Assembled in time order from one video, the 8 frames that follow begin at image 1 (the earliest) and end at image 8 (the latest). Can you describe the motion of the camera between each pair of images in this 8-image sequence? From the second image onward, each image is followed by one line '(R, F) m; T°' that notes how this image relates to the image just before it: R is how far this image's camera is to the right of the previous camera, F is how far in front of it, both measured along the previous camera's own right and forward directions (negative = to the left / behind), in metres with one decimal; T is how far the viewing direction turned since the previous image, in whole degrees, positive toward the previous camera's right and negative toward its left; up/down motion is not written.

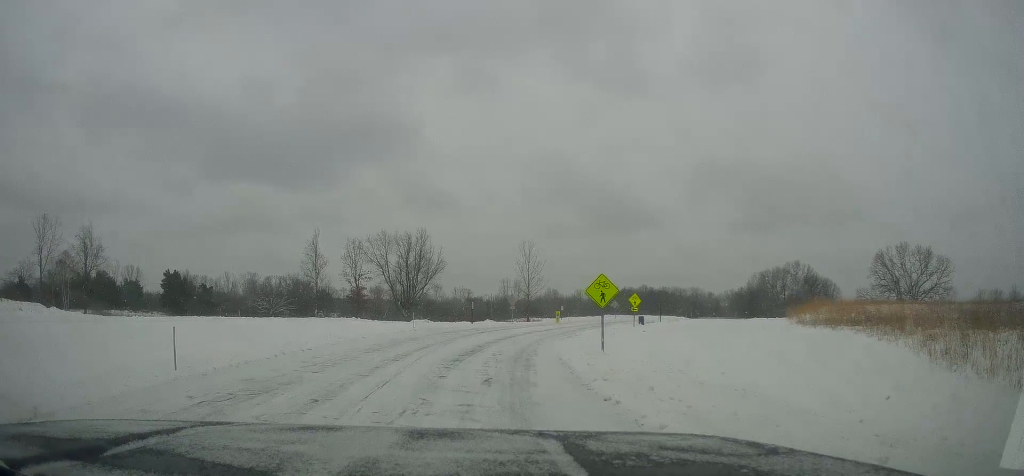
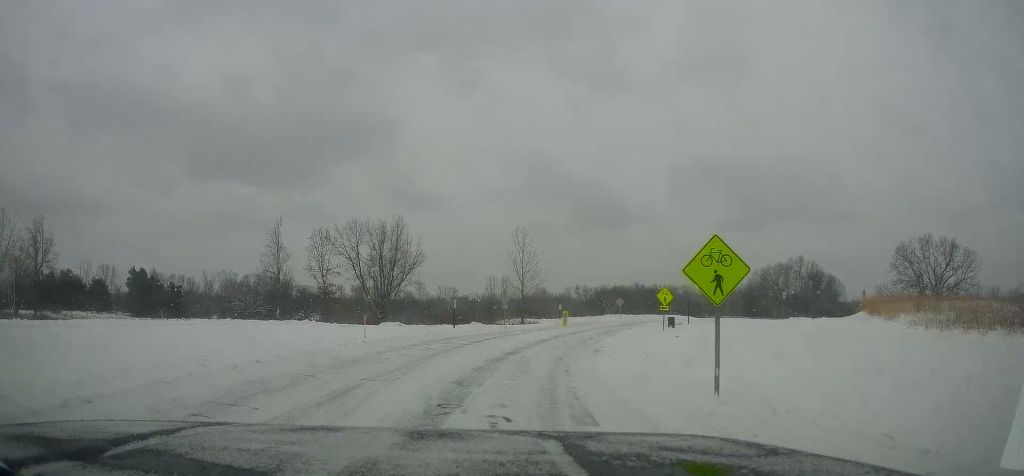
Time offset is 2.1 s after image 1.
(0.0, +11.8) m; 0°
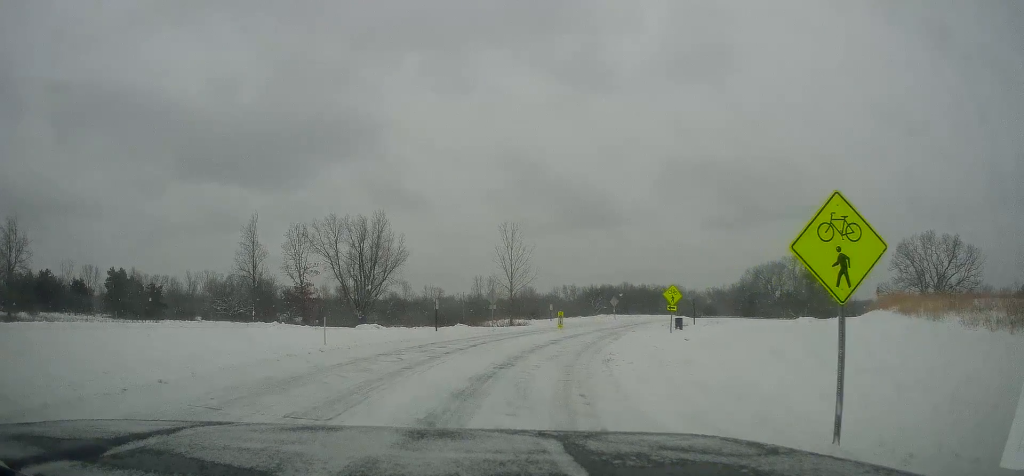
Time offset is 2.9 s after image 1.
(0.0, +4.4) m; +1°
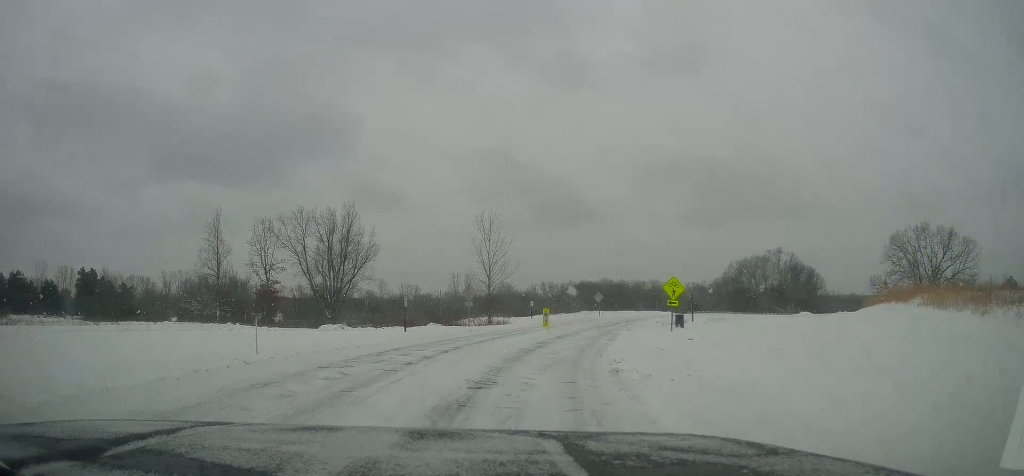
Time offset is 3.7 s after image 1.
(0.0, +4.3) m; +4°
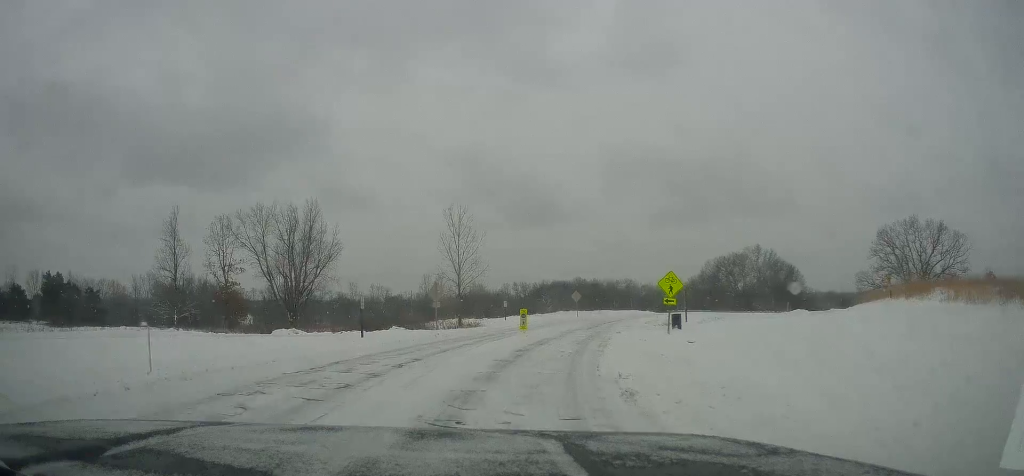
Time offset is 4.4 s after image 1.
(+0.3, +4.0) m; +7°
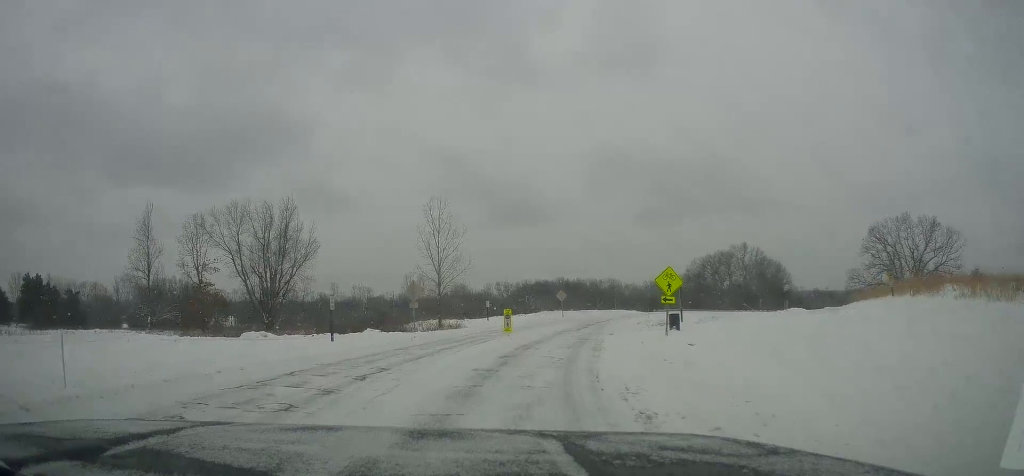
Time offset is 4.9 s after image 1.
(+0.1, +2.3) m; +3°
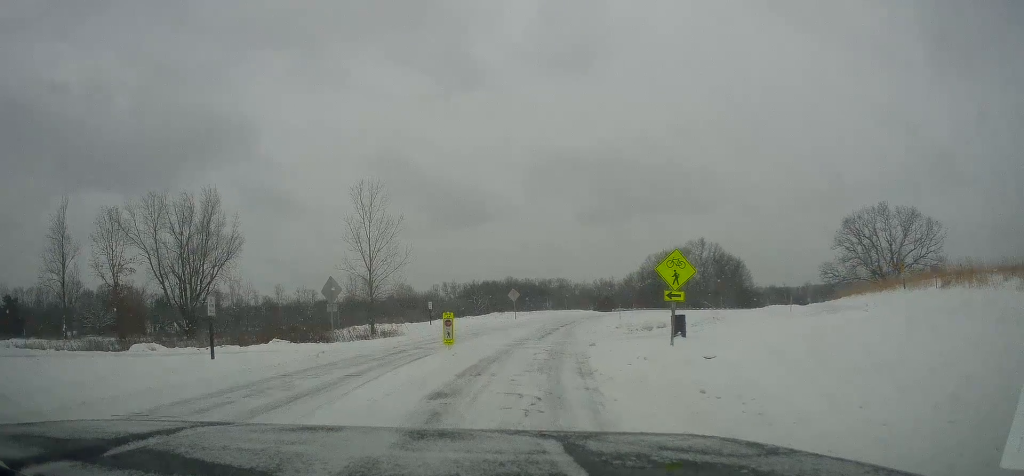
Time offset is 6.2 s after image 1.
(+0.4, +7.3) m; 0°
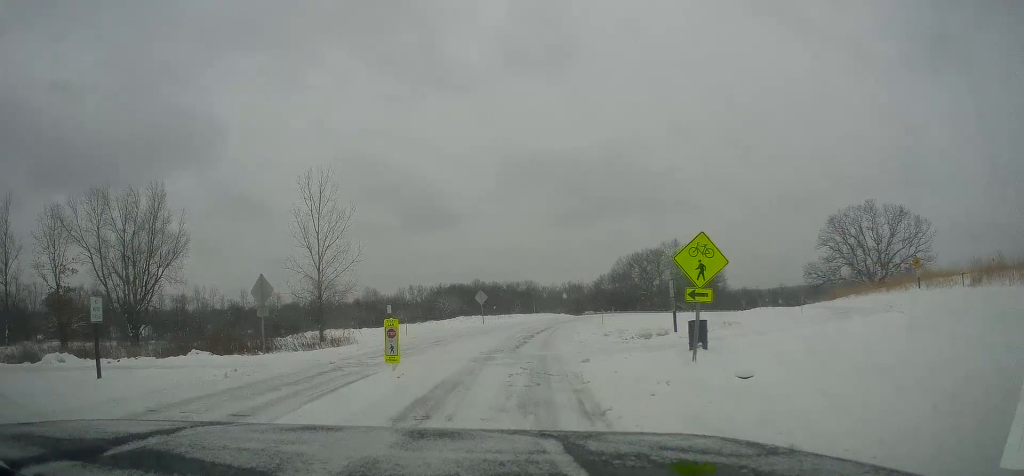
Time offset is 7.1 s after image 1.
(-0.2, +4.9) m; +2°
